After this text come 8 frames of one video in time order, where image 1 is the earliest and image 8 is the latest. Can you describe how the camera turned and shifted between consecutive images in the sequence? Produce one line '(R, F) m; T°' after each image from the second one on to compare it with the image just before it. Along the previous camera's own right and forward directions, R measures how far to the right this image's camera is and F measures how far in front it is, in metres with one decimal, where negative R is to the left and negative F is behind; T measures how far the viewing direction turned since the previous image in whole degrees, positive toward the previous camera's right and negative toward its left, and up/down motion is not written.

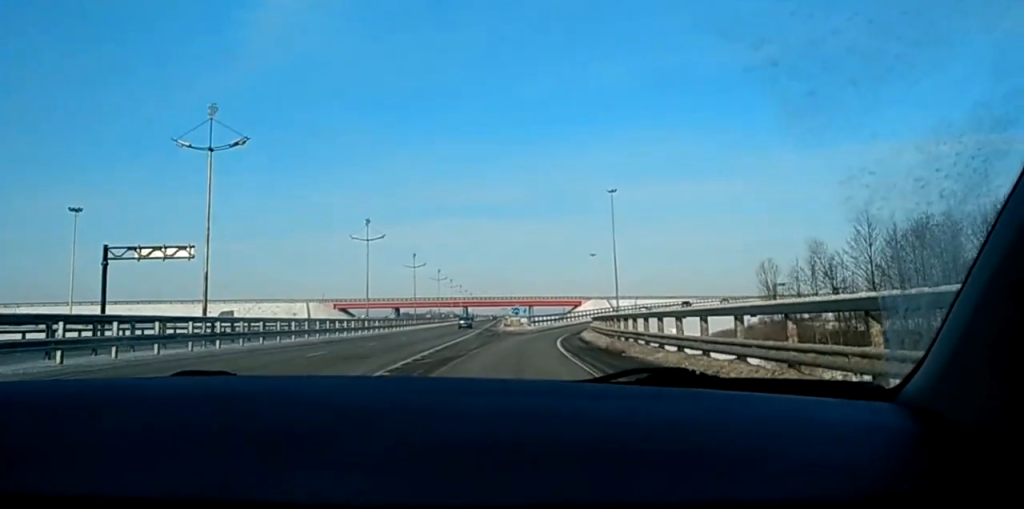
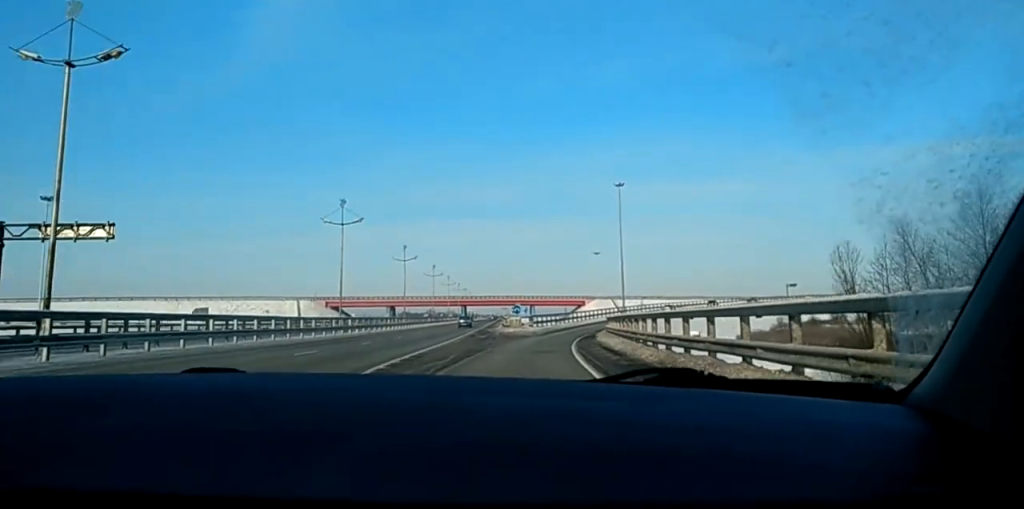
(+0.2, +12.7) m; 0°
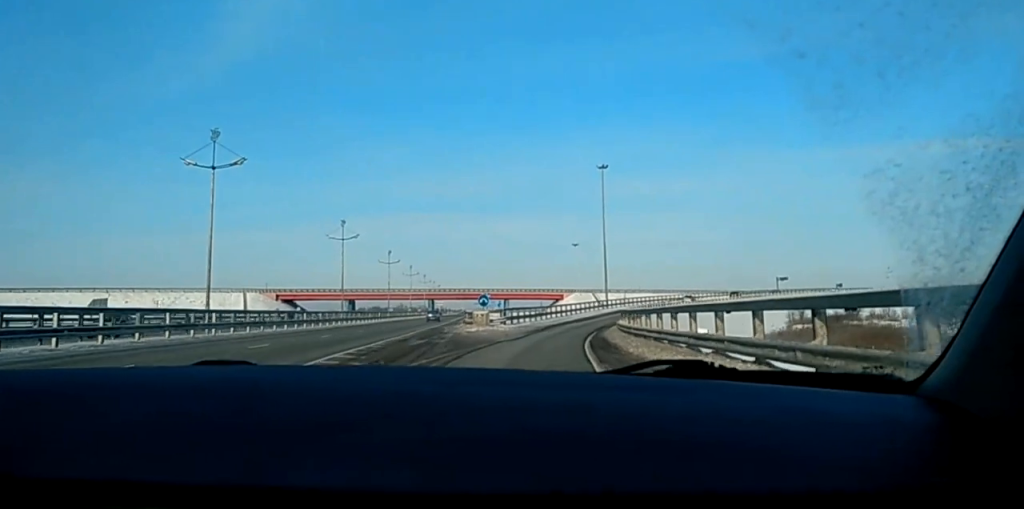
(0.0, +22.9) m; +1°
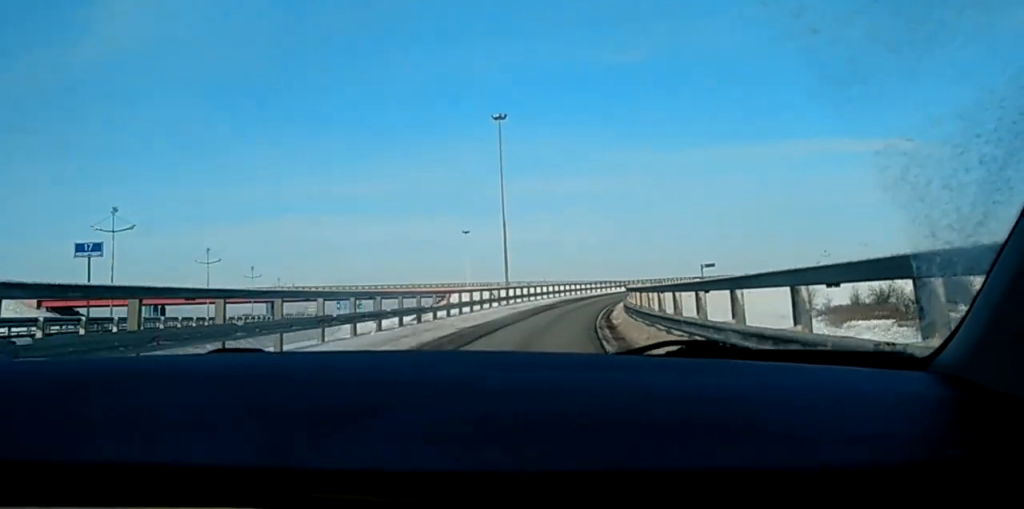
(+4.5, +56.3) m; +9°
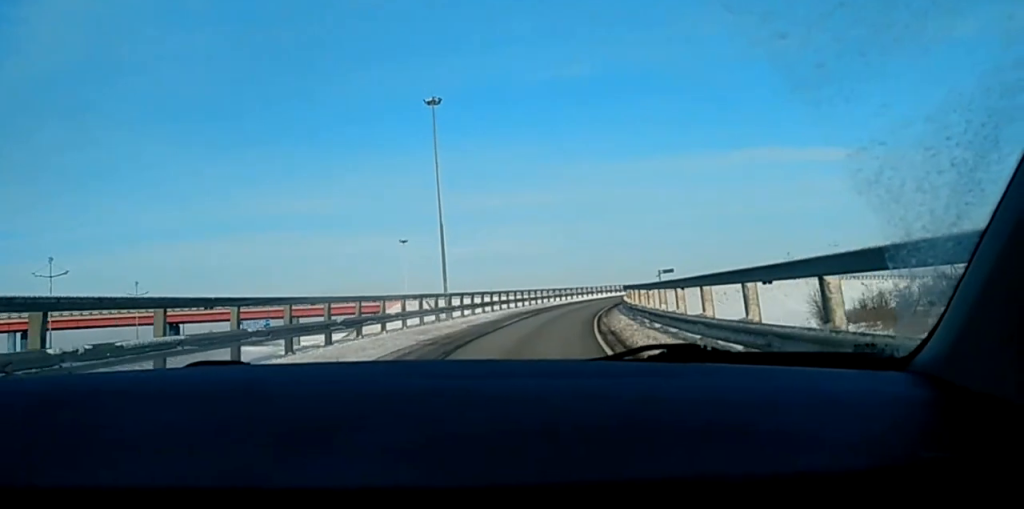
(+0.6, +21.9) m; +4°
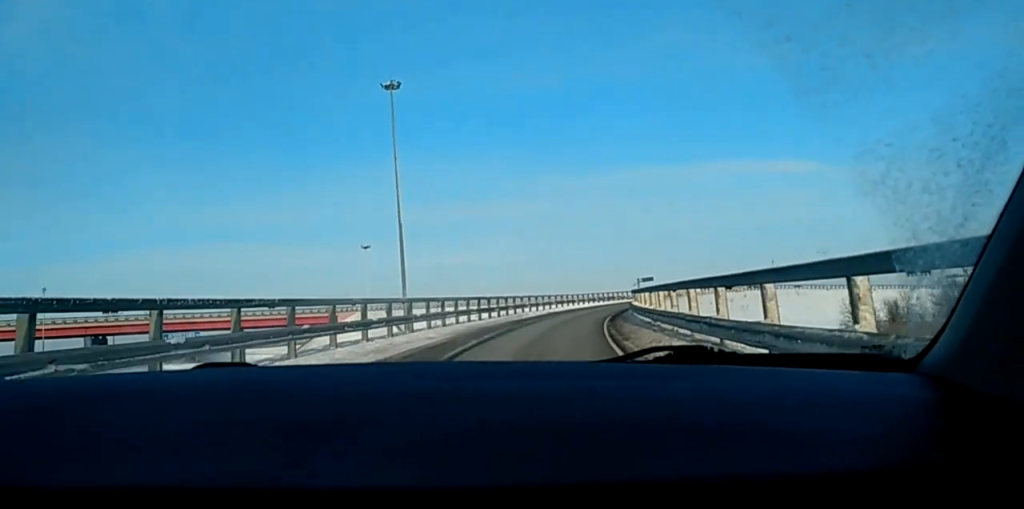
(+0.5, +15.2) m; +3°
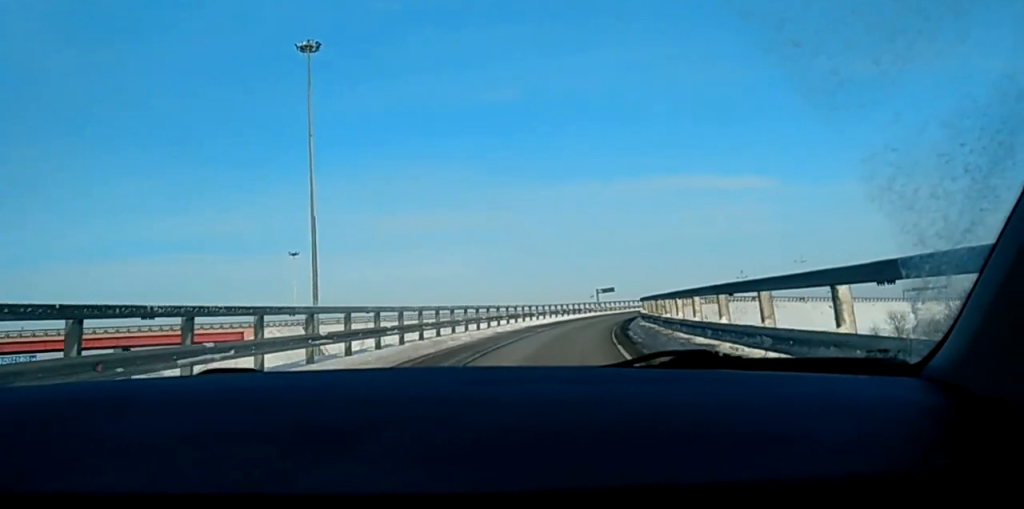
(+0.5, +22.6) m; +4°
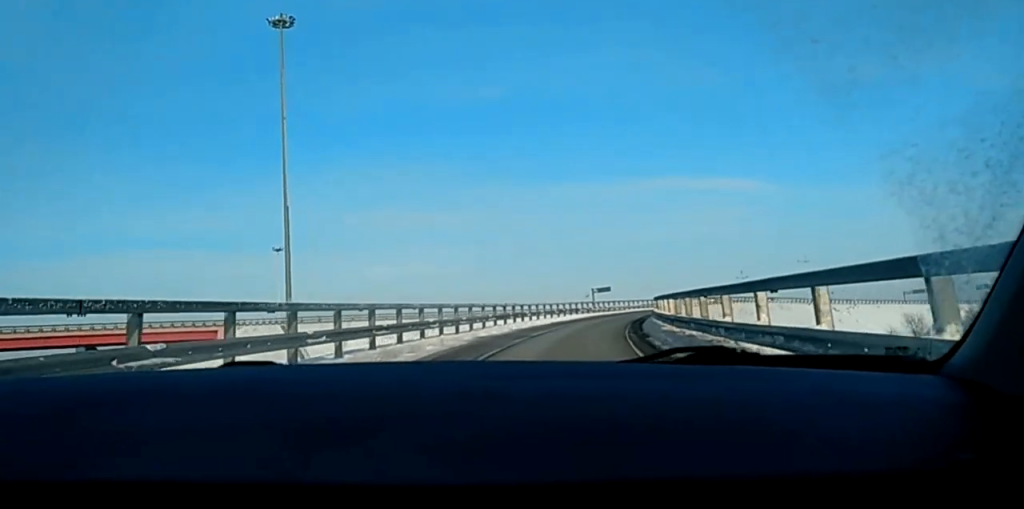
(+0.2, +8.2) m; +2°
